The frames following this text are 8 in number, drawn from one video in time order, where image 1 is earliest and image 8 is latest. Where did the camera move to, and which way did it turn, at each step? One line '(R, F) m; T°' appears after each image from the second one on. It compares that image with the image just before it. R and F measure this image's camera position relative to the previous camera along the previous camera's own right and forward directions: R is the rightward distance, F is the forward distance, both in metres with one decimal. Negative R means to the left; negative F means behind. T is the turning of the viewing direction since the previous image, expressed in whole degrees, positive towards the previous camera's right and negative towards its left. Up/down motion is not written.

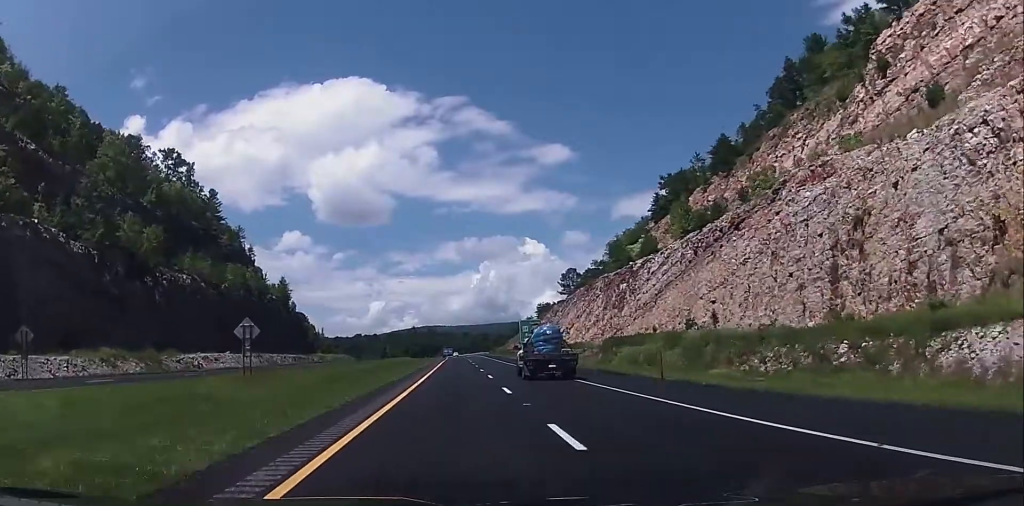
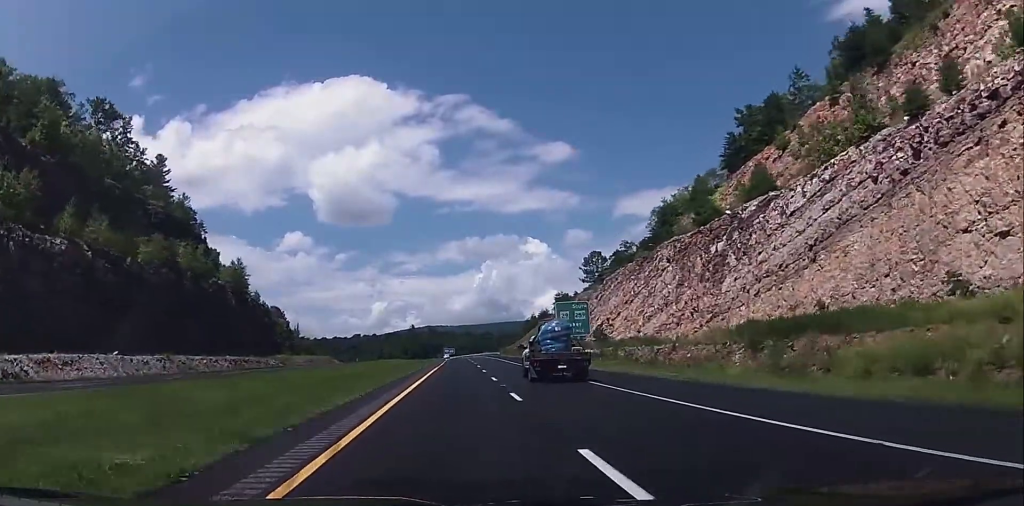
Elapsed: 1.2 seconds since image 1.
(+0.2, +40.1) m; 0°
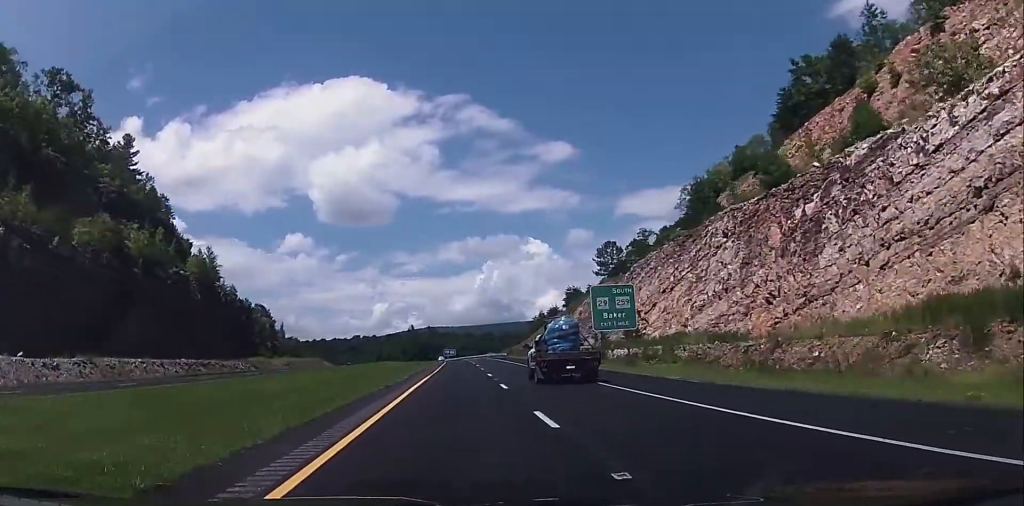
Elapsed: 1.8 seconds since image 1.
(-0.1, +18.9) m; 0°
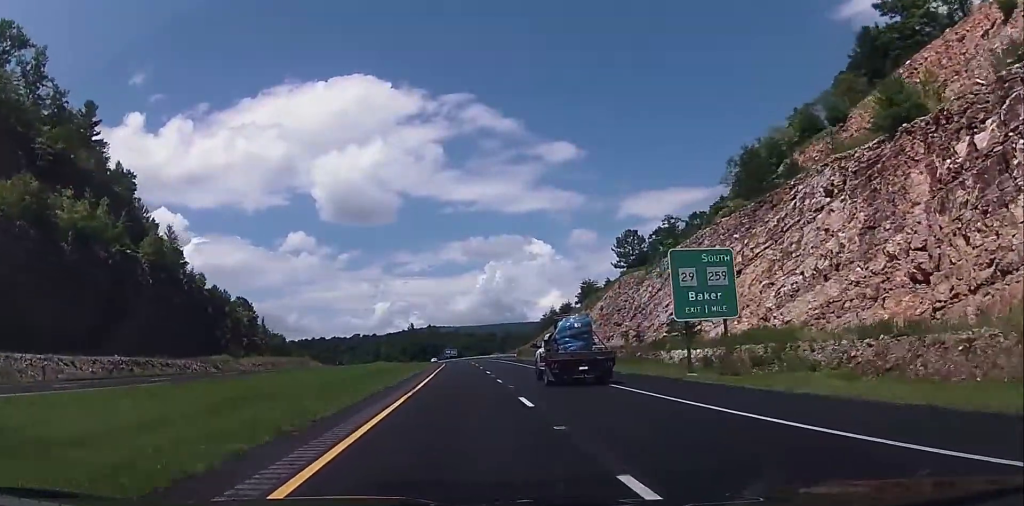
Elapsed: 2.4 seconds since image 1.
(-0.3, +19.9) m; 0°
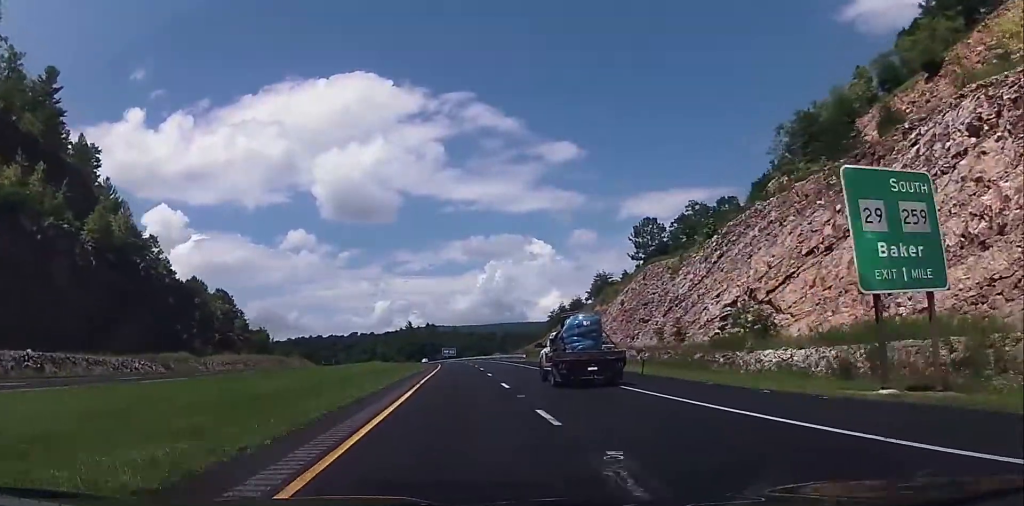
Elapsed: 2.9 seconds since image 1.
(+0.2, +16.6) m; 0°
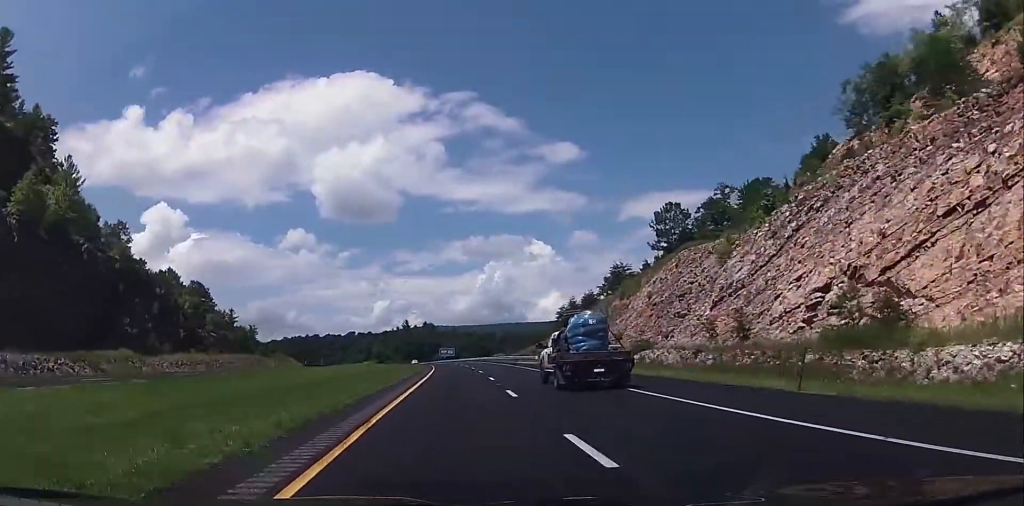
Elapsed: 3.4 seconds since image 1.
(+0.3, +16.6) m; 0°
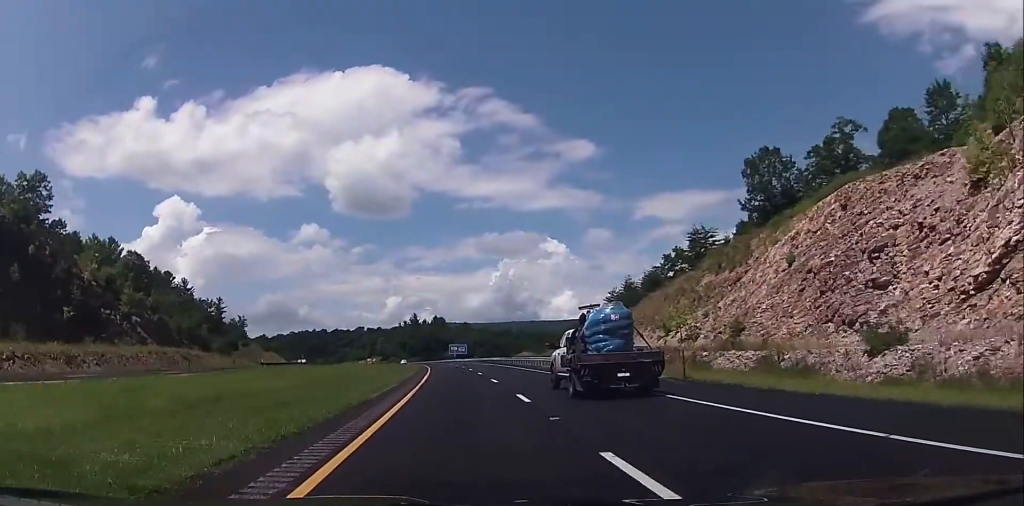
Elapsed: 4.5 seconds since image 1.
(-0.6, +38.8) m; 0°
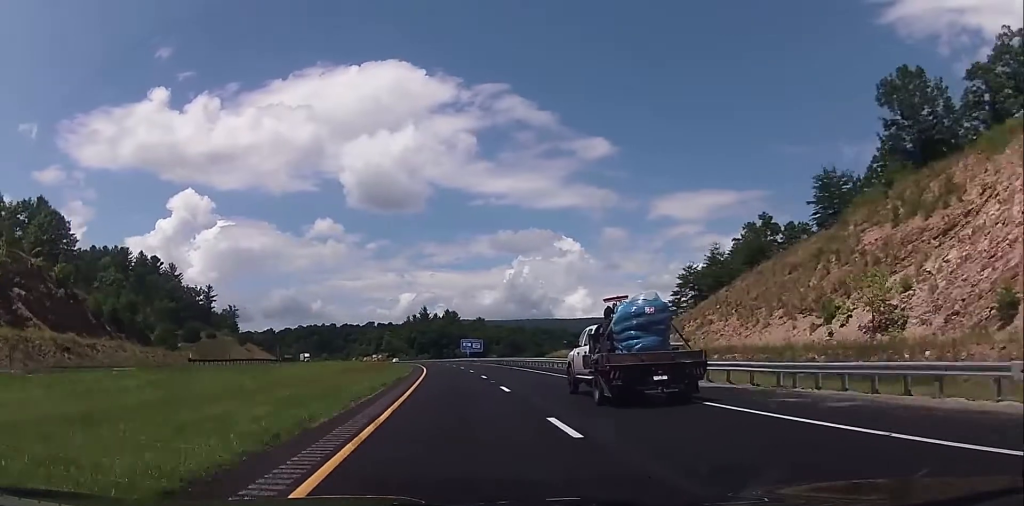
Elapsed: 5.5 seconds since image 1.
(+0.6, +32.1) m; 0°
